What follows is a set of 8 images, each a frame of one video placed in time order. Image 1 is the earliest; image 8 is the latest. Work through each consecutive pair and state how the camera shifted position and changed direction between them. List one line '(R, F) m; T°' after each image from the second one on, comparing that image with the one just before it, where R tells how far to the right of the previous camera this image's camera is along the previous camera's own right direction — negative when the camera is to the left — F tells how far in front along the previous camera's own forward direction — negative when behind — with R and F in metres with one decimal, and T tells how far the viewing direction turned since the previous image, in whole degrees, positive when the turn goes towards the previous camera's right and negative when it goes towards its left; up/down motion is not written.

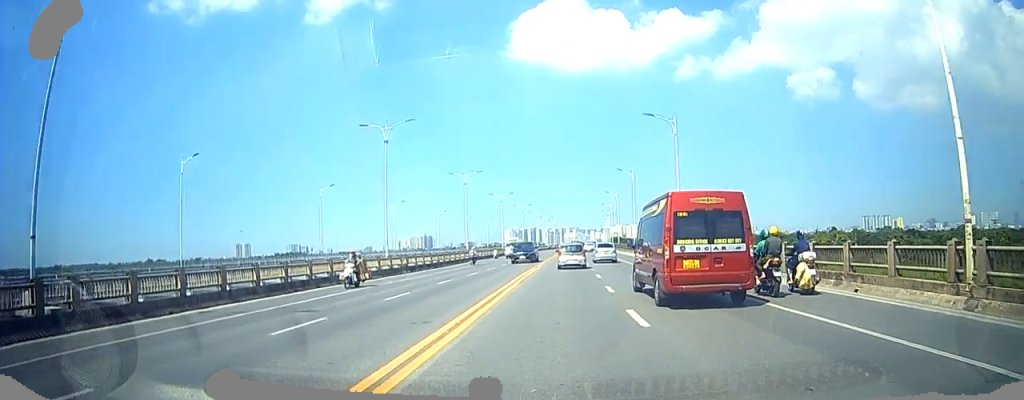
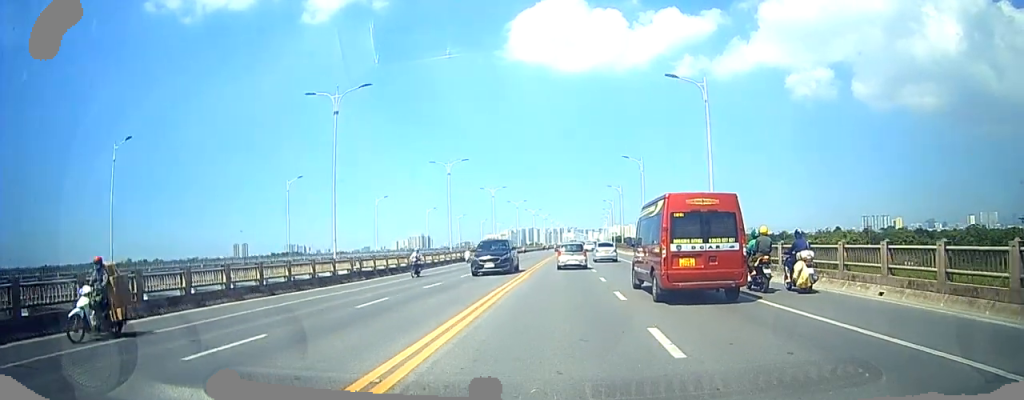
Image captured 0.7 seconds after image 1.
(+0.3, +9.4) m; 0°
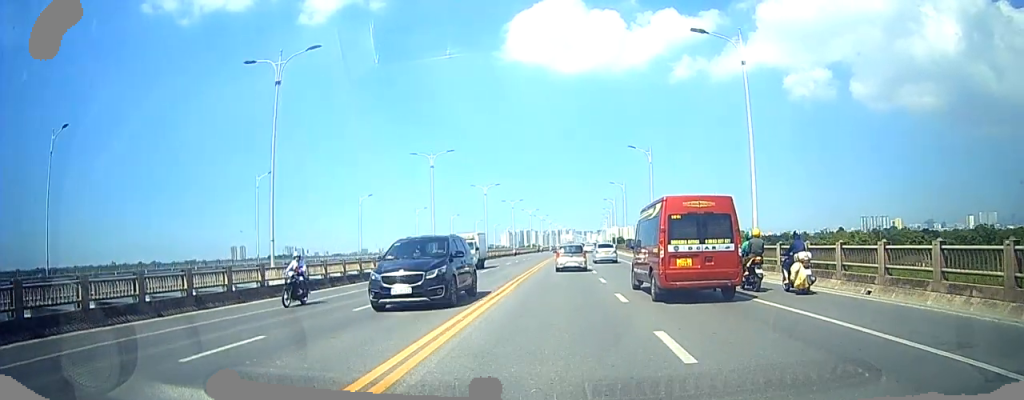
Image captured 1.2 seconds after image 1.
(+0.1, +7.7) m; -1°
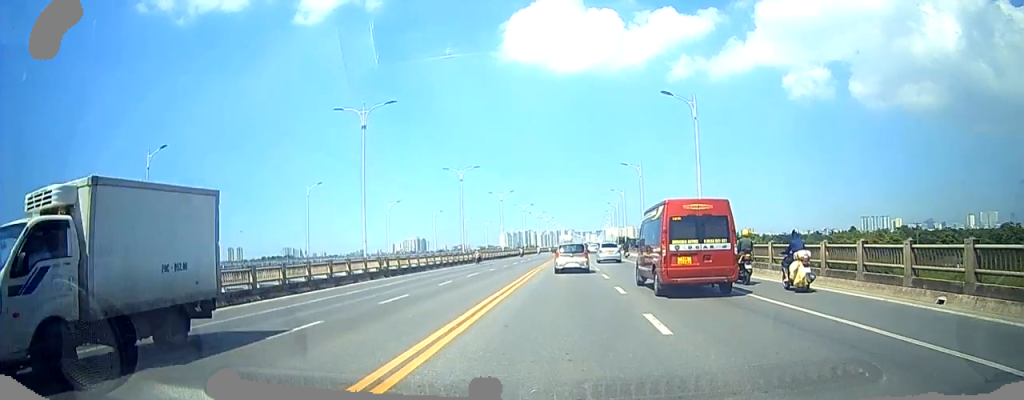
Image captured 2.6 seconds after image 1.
(-0.7, +19.5) m; -1°
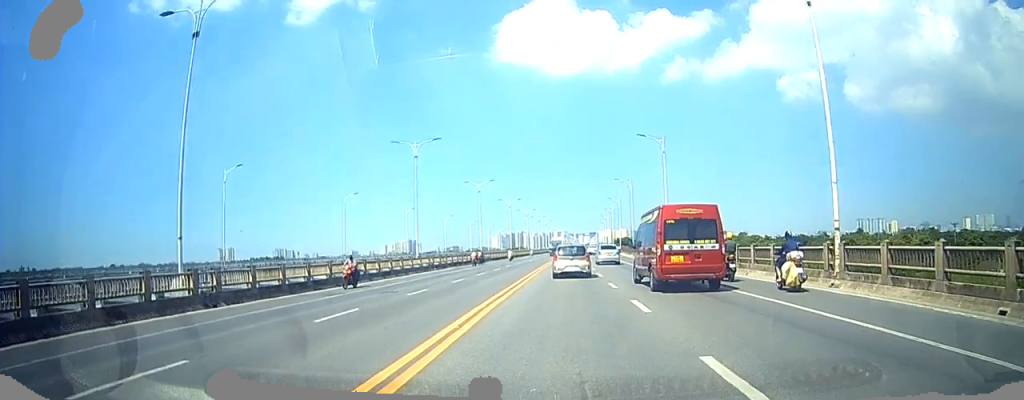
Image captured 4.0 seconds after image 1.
(+0.4, +18.5) m; +2°
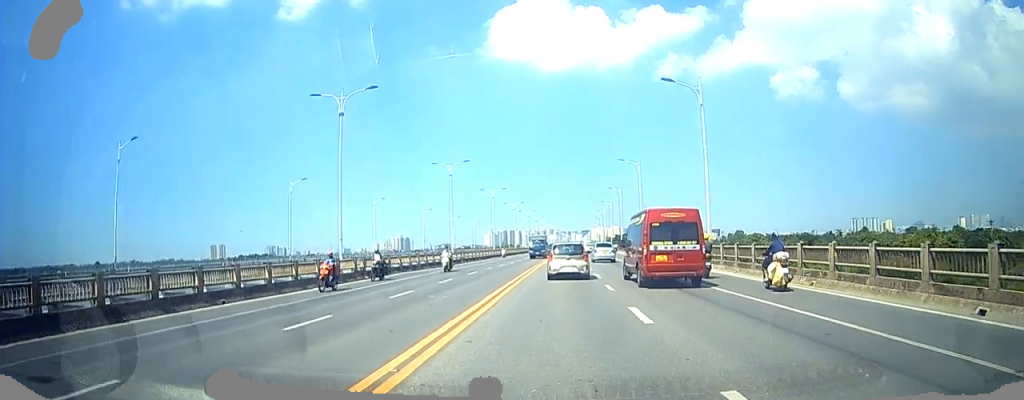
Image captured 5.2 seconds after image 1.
(0.0, +16.1) m; 0°
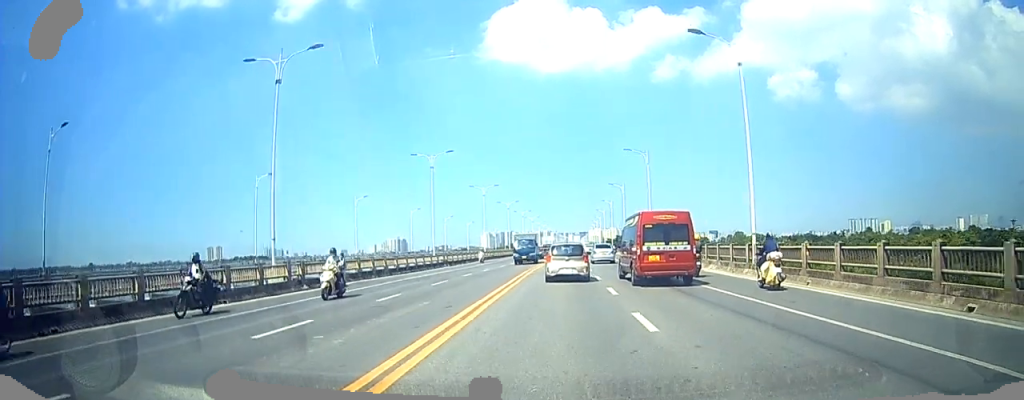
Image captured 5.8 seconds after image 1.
(0.0, +8.0) m; 0°
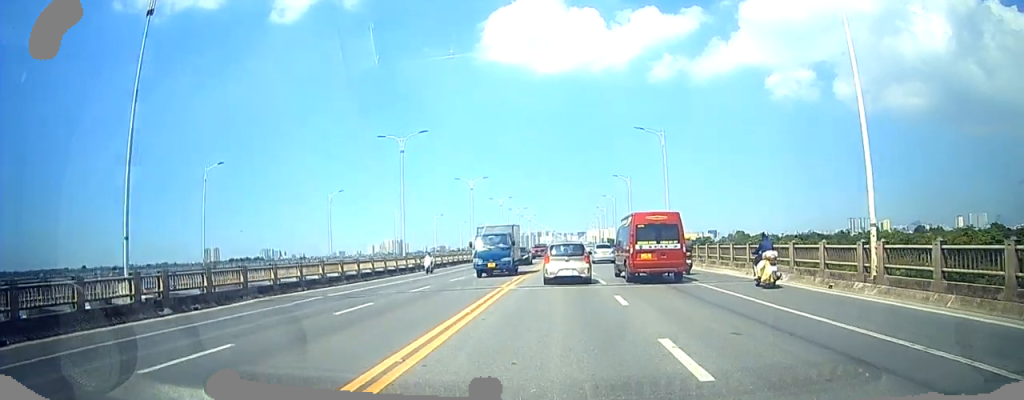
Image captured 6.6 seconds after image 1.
(0.0, +10.1) m; 0°
